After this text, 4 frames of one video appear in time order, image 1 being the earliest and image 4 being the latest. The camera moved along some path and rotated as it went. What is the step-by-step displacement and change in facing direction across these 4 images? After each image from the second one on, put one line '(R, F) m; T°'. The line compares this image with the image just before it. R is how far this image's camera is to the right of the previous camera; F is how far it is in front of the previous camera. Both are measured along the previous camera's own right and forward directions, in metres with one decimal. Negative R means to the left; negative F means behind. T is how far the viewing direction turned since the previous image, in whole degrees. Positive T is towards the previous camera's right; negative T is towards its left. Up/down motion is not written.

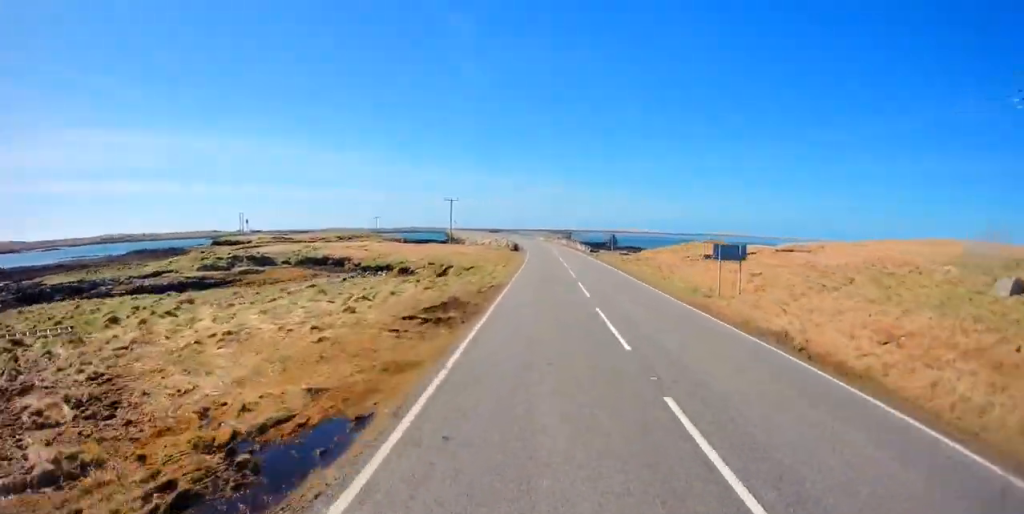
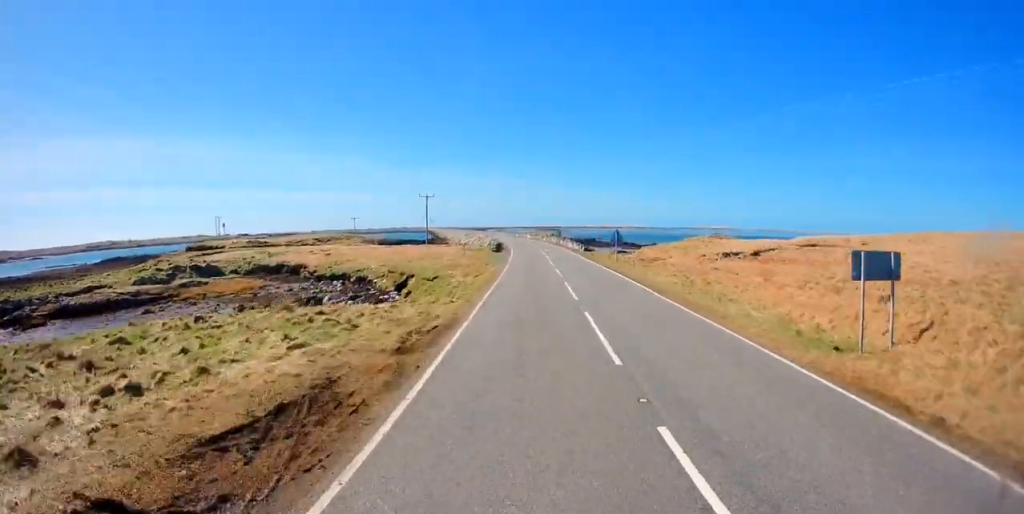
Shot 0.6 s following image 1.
(0.0, +9.9) m; +1°
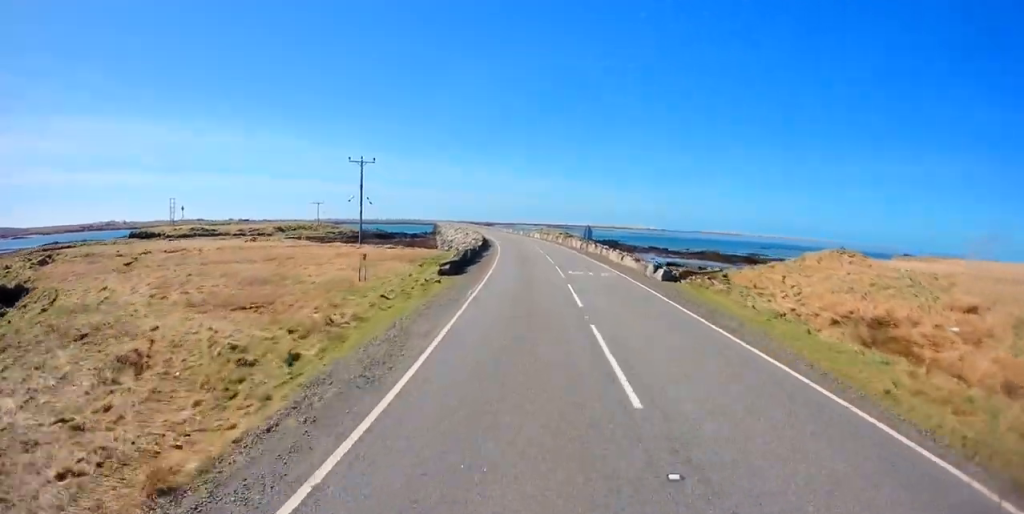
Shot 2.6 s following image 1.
(+1.1, +37.4) m; +3°
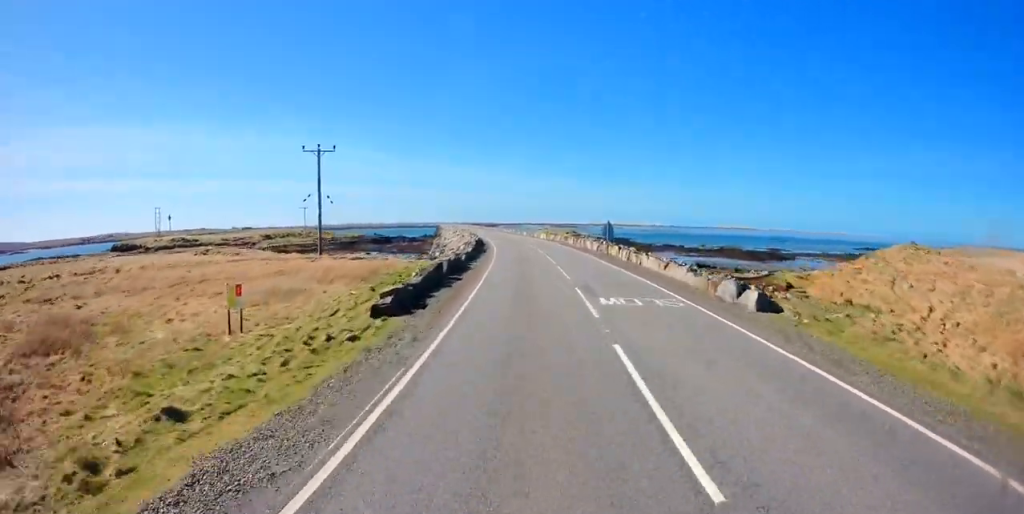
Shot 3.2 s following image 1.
(0.0, +11.2) m; -1°
